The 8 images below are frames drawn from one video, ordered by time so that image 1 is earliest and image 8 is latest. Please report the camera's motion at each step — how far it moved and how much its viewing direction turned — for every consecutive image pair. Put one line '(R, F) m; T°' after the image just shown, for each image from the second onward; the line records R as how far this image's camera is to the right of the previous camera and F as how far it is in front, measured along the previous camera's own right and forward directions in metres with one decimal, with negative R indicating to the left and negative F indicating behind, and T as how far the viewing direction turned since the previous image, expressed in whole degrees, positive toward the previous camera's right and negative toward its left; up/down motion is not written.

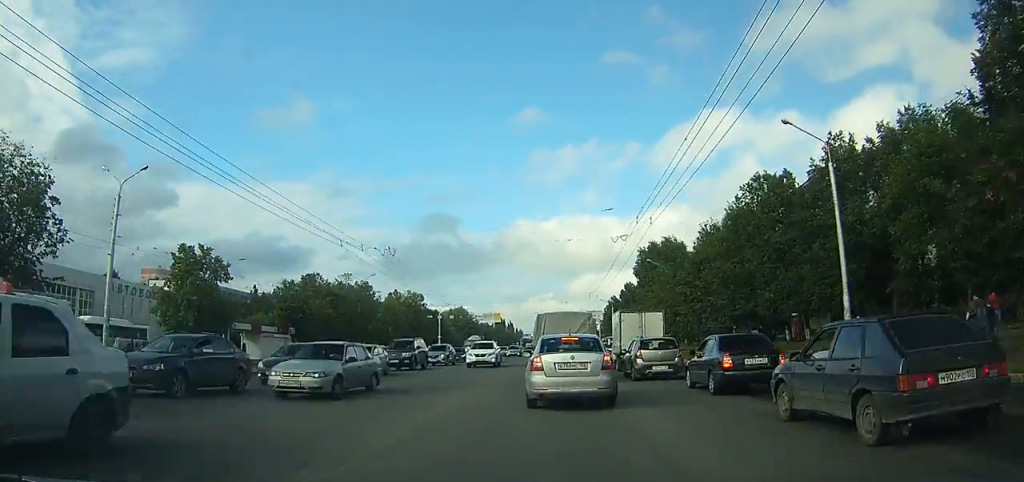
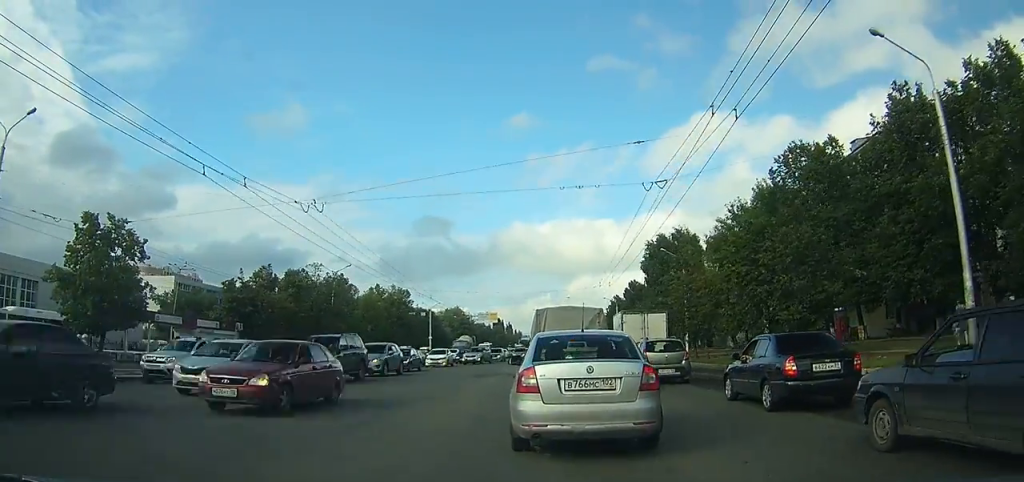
(-0.2, +13.9) m; -1°
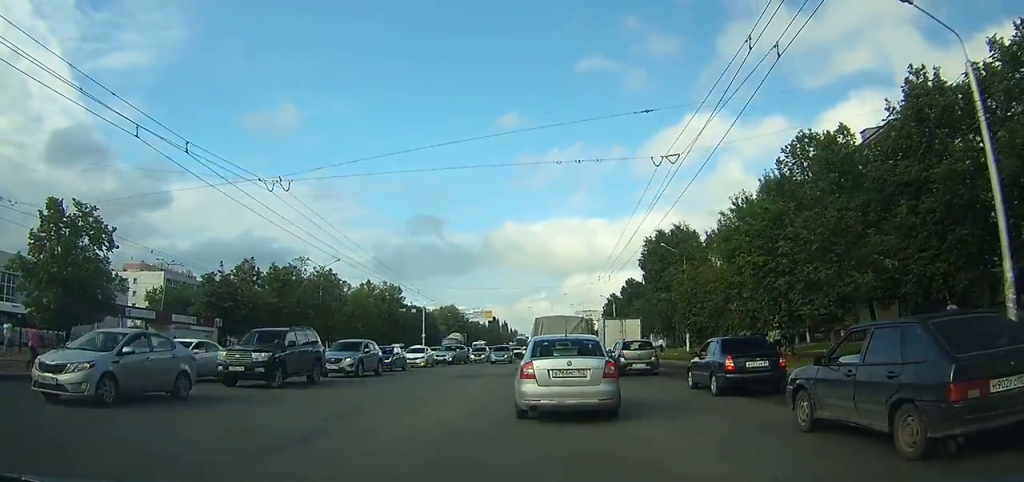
(0.0, +7.3) m; +1°
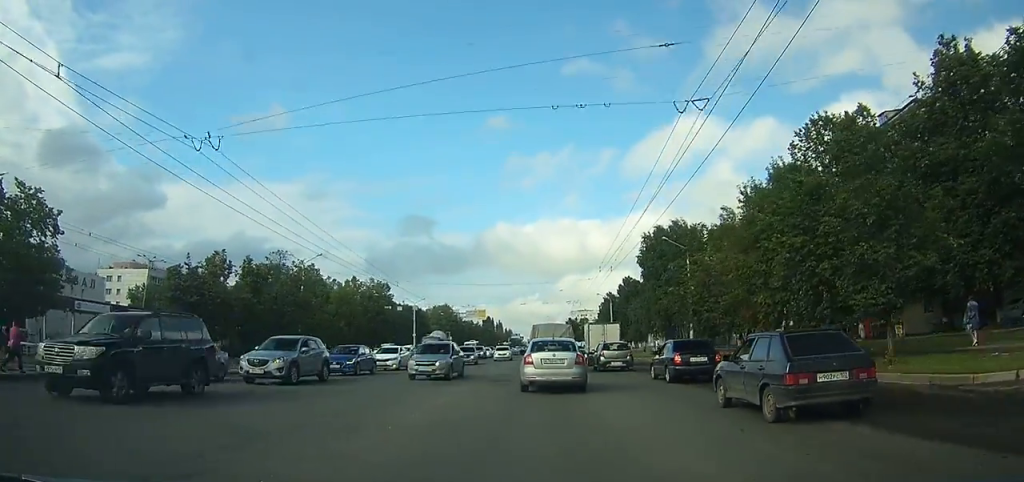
(+0.1, +7.0) m; +2°
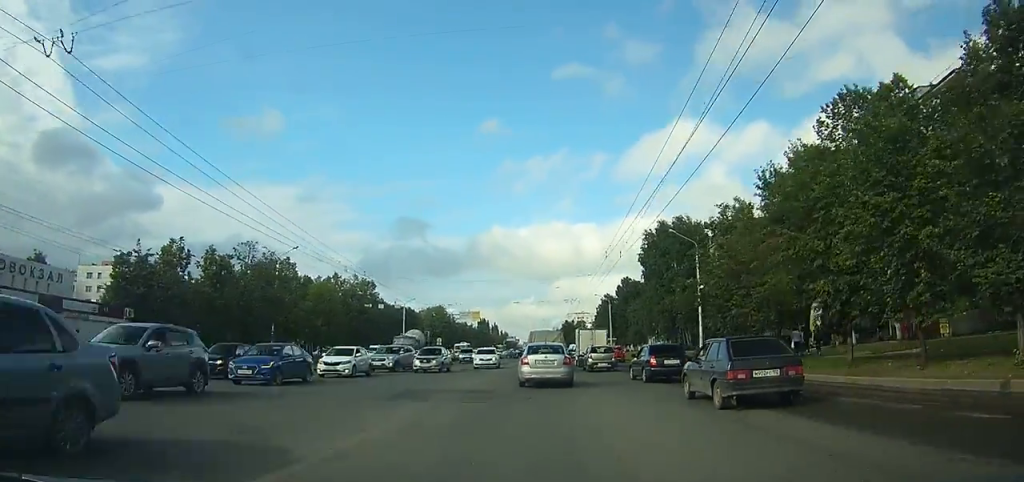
(+0.1, +7.1) m; 0°
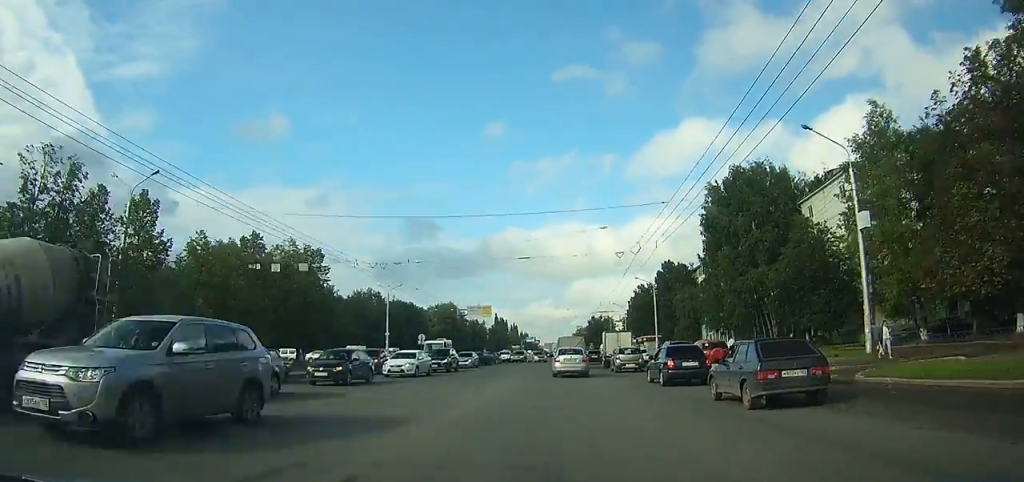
(-0.1, +25.1) m; 0°
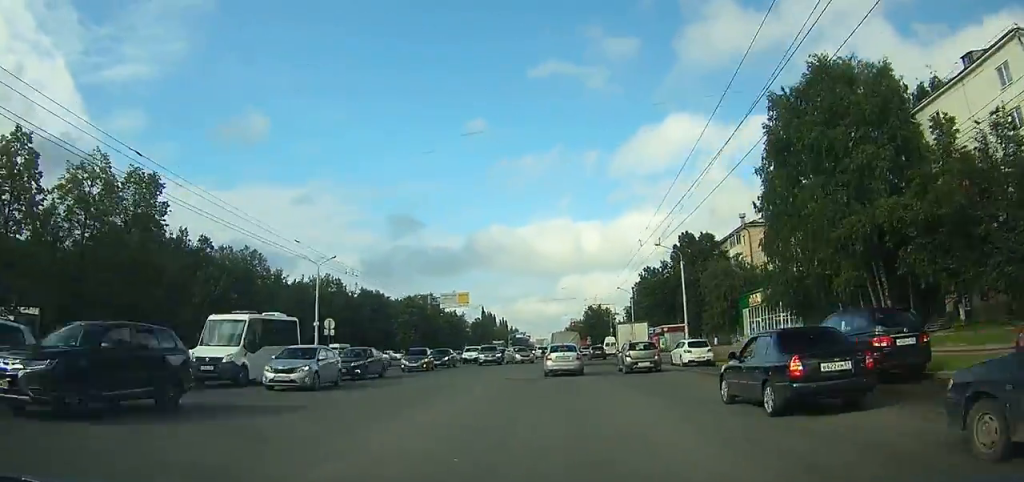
(+0.1, +19.0) m; 0°
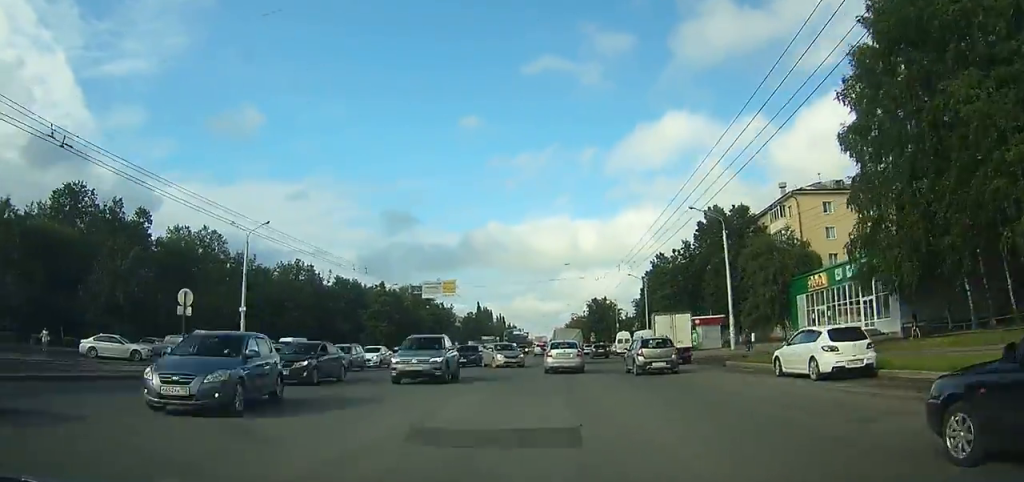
(-0.1, +11.7) m; -3°
